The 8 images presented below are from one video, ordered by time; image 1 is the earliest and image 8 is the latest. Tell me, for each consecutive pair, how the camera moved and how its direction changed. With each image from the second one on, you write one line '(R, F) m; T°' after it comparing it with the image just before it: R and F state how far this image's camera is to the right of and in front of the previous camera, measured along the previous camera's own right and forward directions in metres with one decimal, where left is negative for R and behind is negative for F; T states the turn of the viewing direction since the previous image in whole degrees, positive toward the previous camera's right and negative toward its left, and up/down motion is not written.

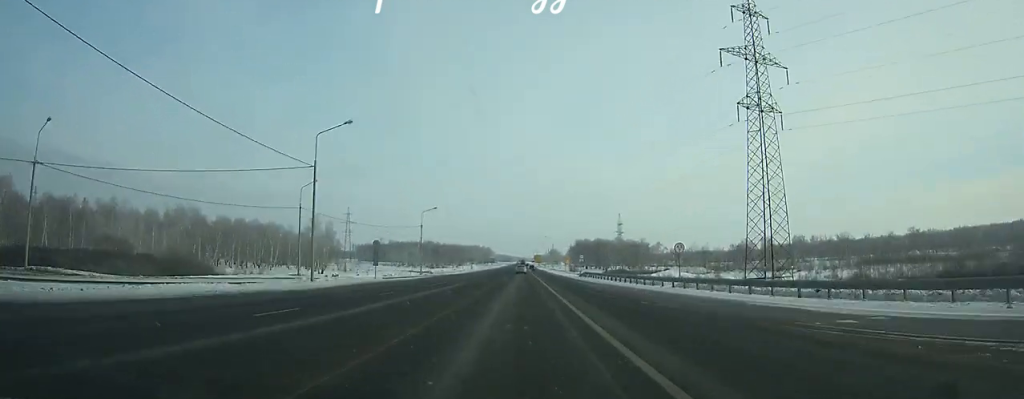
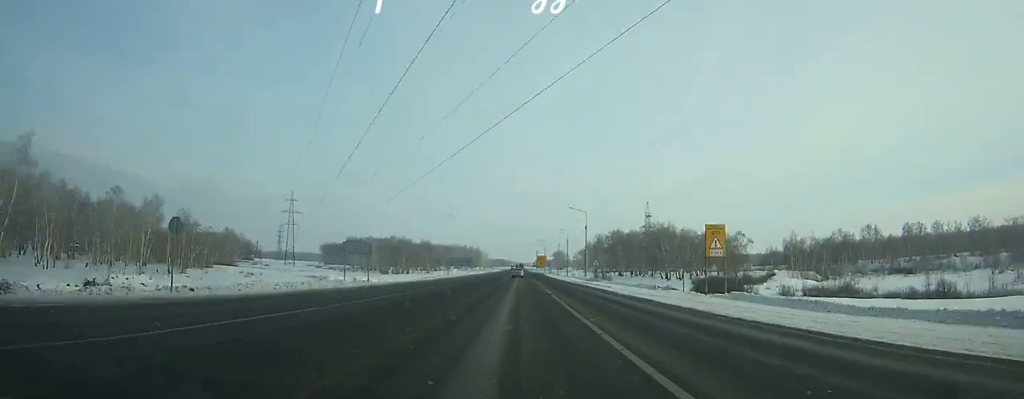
(-0.2, +115.3) m; 0°
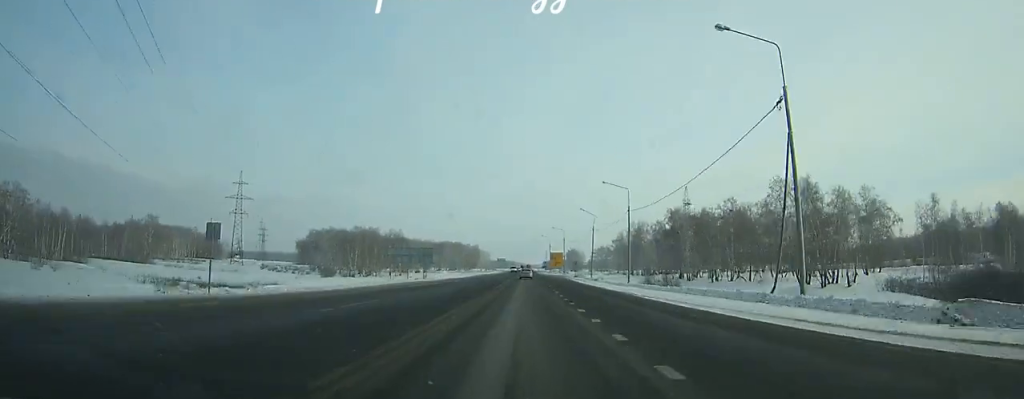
(-0.3, +71.9) m; 0°
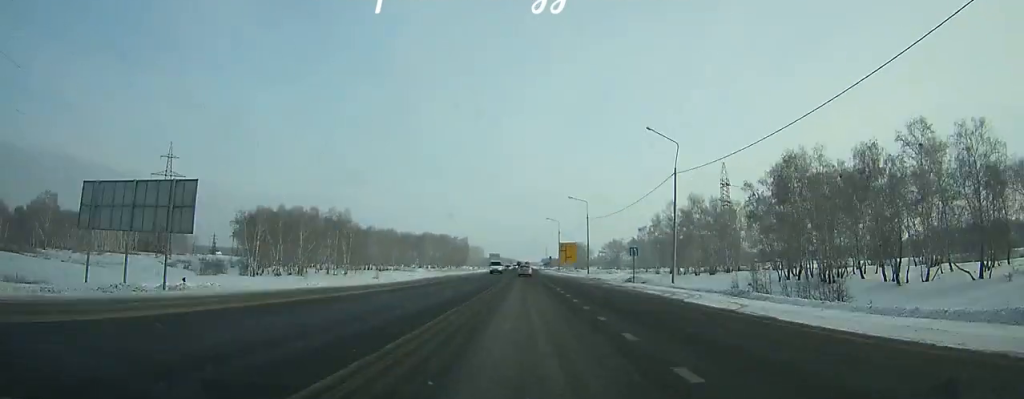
(+0.1, +54.4) m; 0°
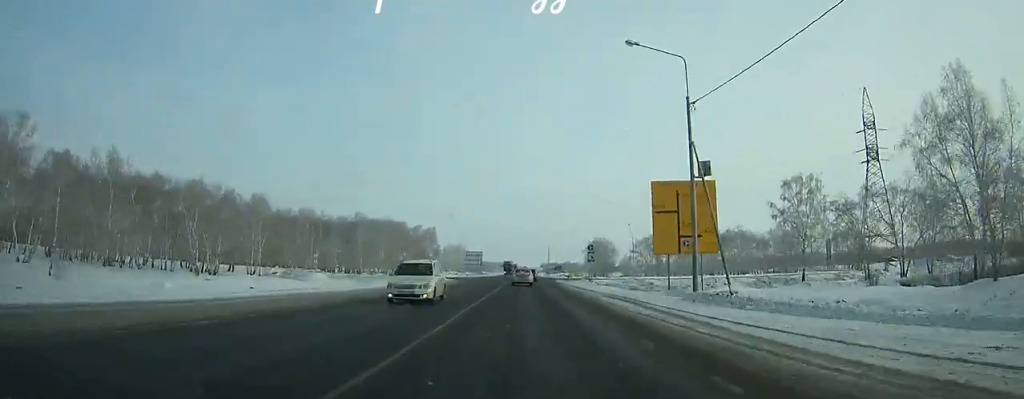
(0.0, +88.9) m; 0°
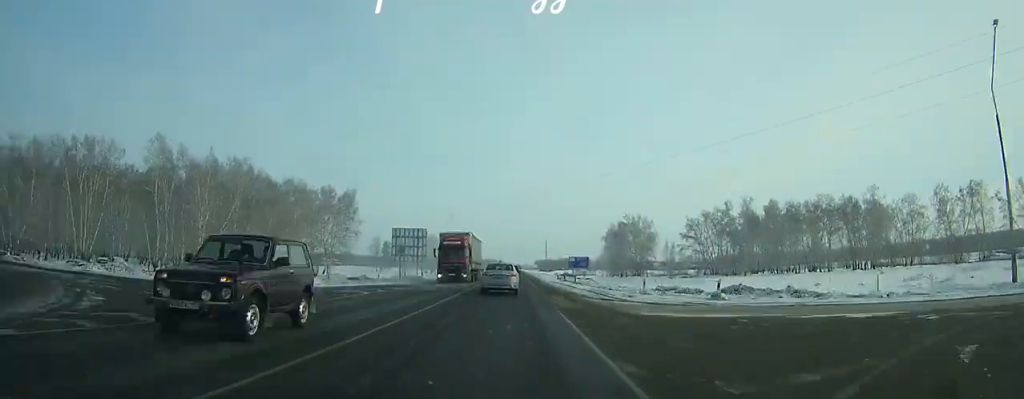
(0.0, +80.5) m; 0°
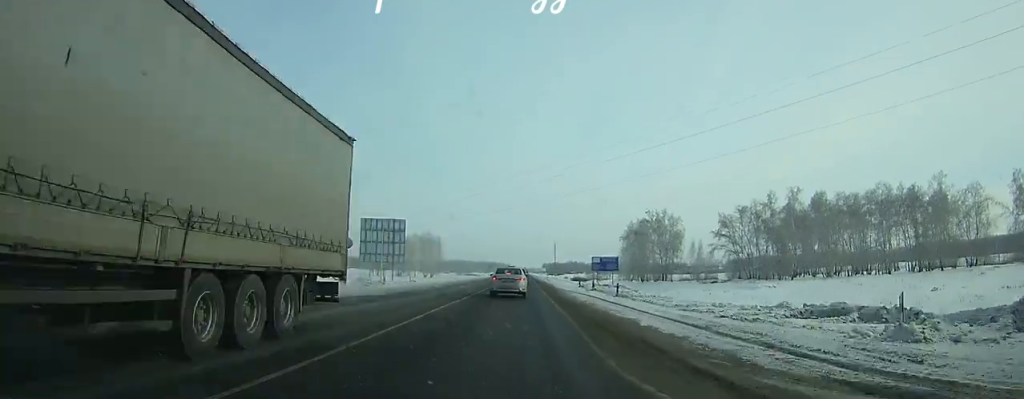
(0.0, +19.8) m; 0°
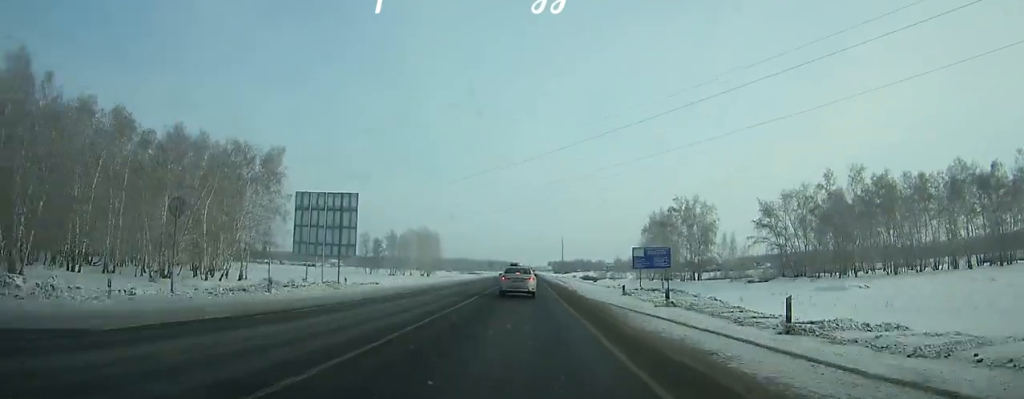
(0.0, +19.7) m; 0°
